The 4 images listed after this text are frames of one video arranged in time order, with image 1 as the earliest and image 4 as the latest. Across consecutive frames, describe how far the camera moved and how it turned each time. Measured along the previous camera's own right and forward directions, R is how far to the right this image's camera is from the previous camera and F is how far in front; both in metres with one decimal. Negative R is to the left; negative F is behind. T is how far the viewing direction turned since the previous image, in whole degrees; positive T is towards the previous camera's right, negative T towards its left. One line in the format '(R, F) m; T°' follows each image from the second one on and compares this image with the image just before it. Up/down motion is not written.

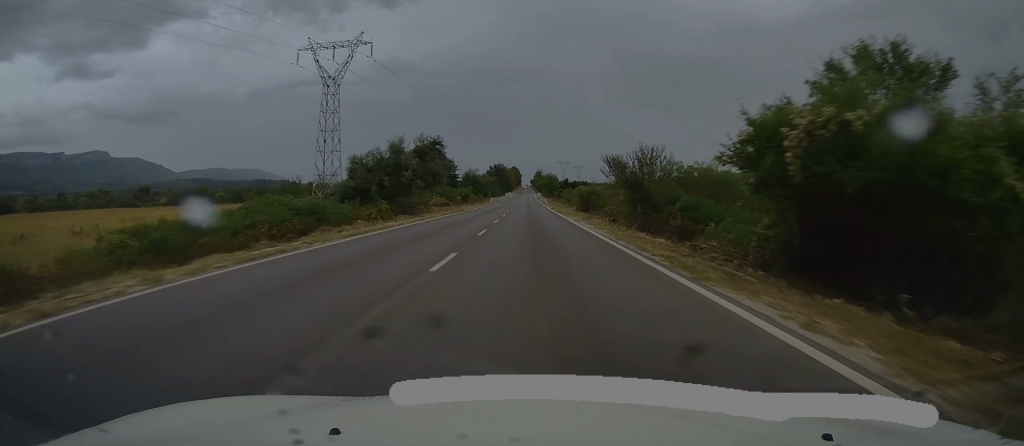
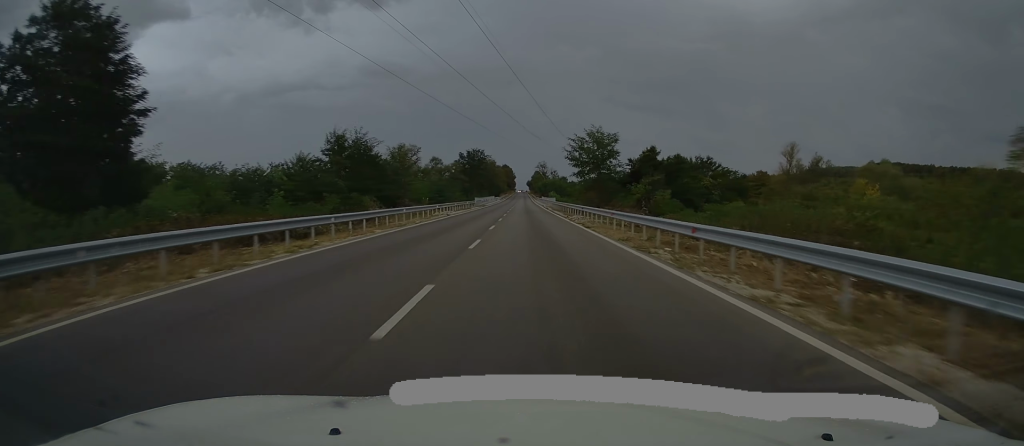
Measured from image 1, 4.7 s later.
(-0.5, +113.0) m; 0°
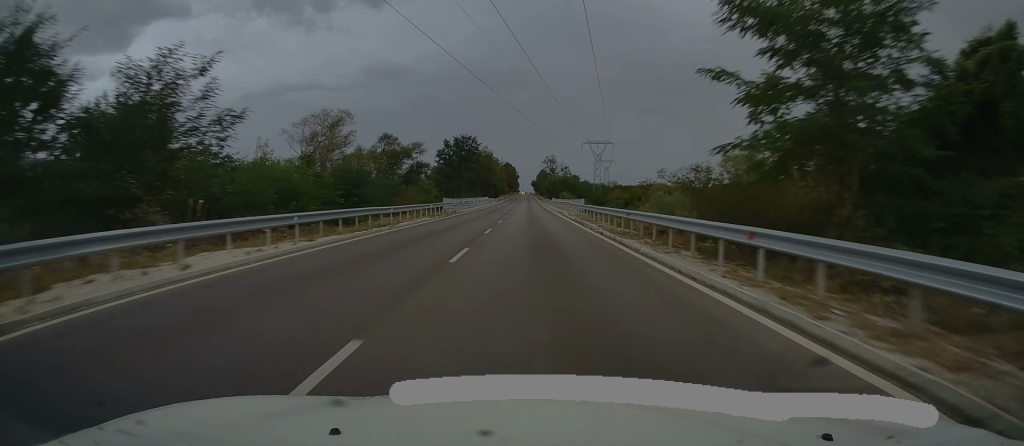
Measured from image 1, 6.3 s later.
(0.0, +39.5) m; 0°
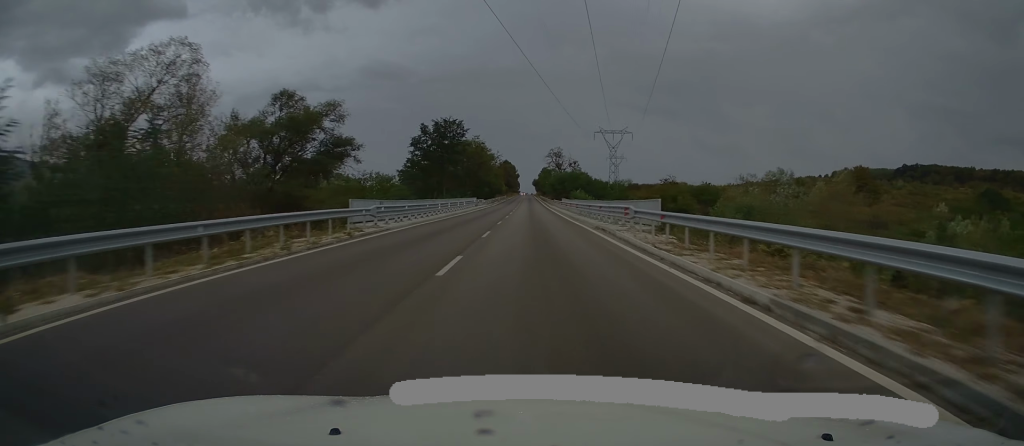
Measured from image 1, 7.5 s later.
(0.0, +29.0) m; 0°
